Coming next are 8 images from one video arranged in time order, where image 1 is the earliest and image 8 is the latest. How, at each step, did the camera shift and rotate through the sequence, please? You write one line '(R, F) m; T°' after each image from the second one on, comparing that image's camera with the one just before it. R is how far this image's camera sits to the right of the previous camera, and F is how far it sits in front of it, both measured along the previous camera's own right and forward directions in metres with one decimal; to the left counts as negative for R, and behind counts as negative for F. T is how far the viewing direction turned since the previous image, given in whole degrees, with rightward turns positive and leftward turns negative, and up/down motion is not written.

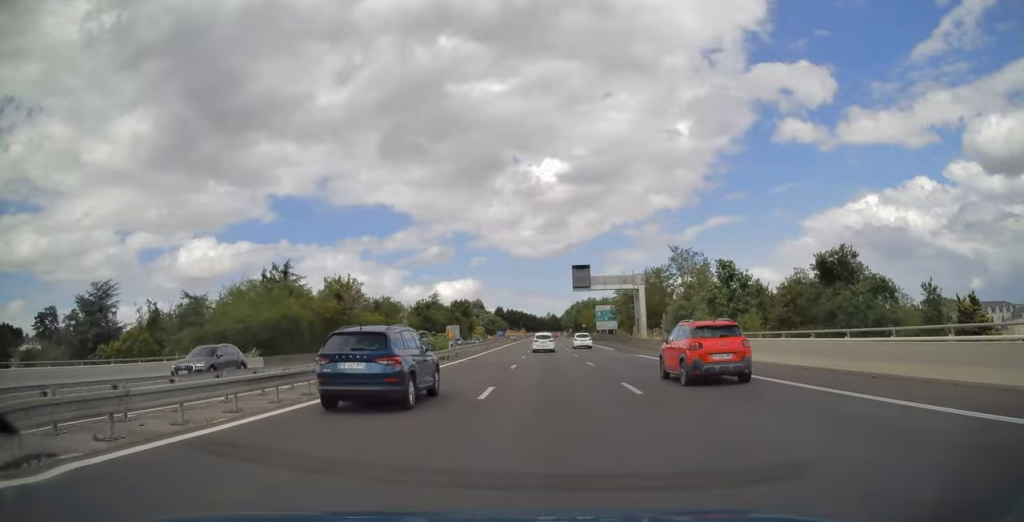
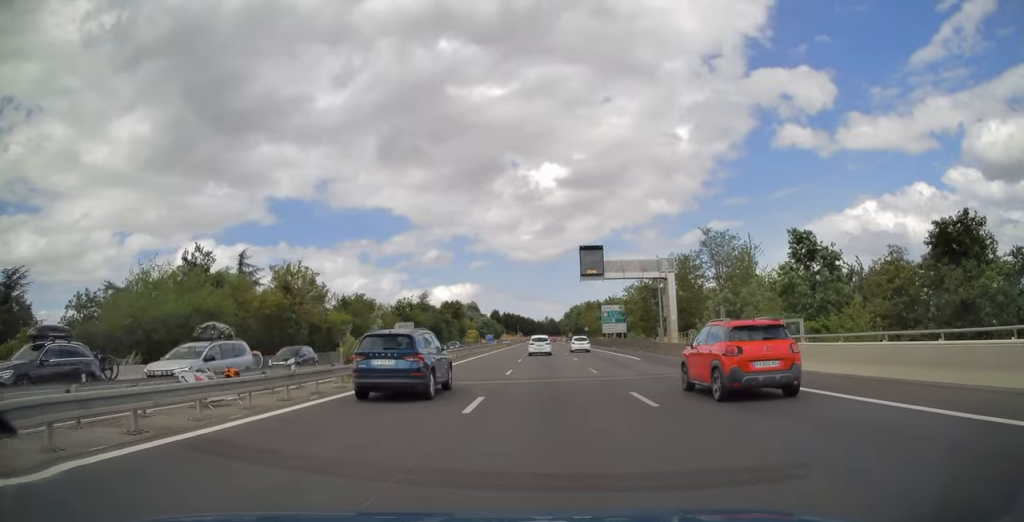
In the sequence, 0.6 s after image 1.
(+0.2, +15.4) m; 0°
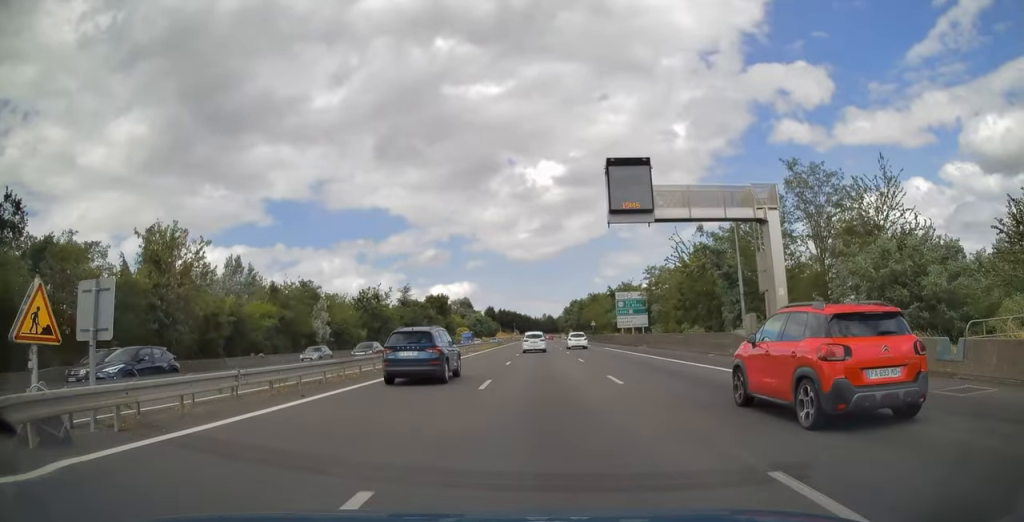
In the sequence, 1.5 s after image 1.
(-0.1, +22.2) m; 0°
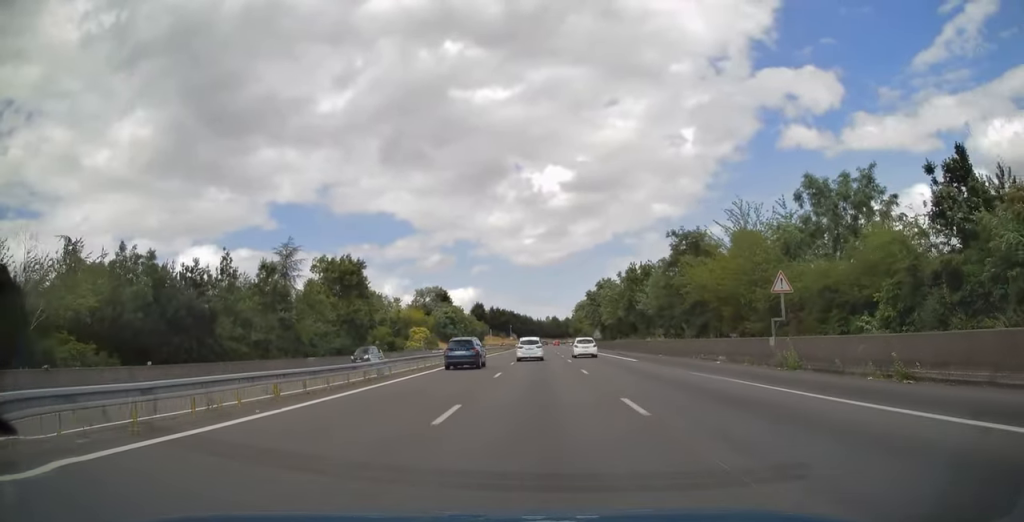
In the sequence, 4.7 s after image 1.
(+0.2, +83.0) m; 0°
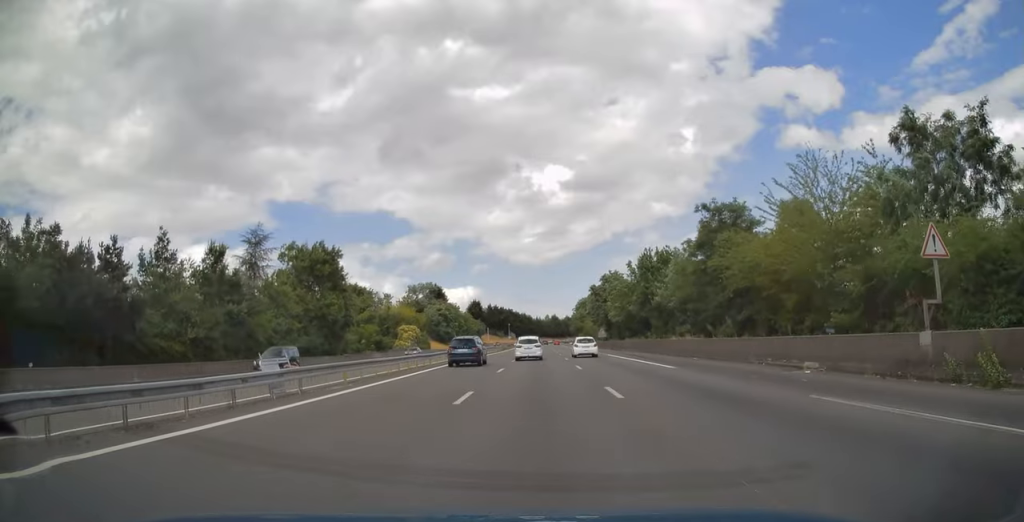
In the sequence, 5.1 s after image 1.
(0.0, +10.3) m; 0°
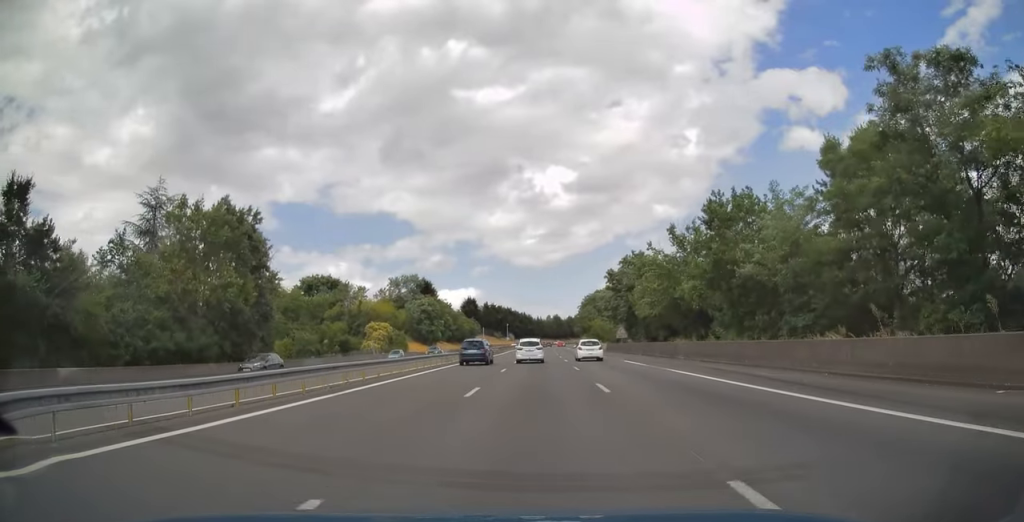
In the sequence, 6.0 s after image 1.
(0.0, +24.1) m; 0°
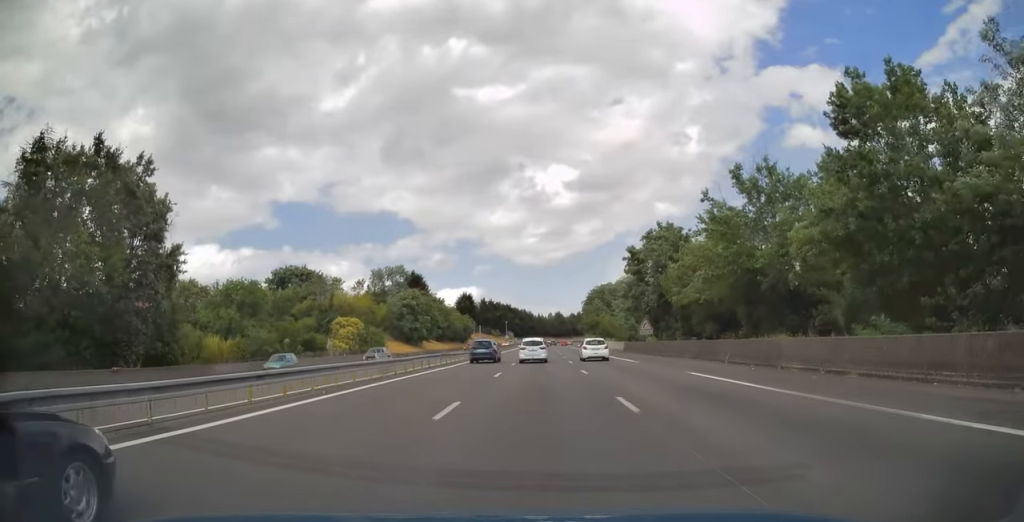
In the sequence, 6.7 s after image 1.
(0.0, +17.6) m; 0°
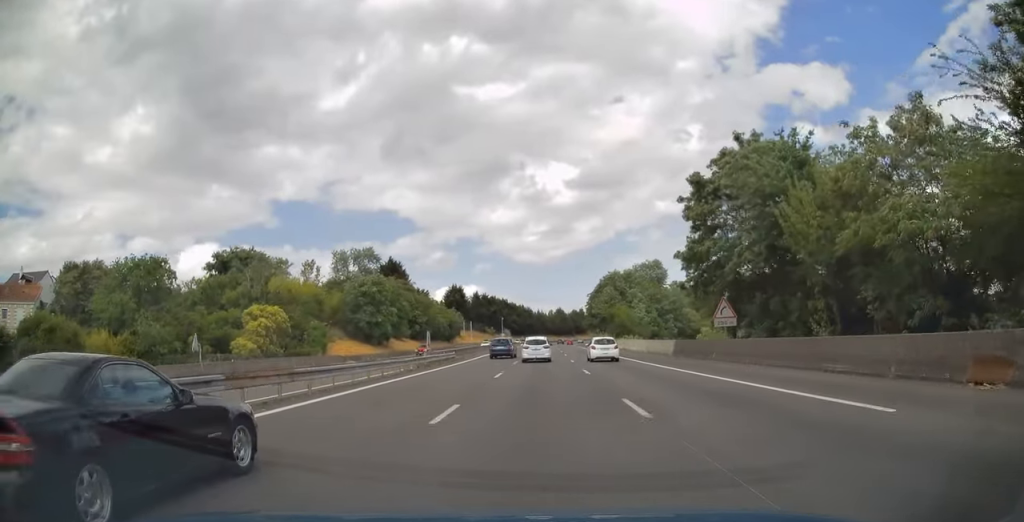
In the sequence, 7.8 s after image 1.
(0.0, +26.7) m; 0°
